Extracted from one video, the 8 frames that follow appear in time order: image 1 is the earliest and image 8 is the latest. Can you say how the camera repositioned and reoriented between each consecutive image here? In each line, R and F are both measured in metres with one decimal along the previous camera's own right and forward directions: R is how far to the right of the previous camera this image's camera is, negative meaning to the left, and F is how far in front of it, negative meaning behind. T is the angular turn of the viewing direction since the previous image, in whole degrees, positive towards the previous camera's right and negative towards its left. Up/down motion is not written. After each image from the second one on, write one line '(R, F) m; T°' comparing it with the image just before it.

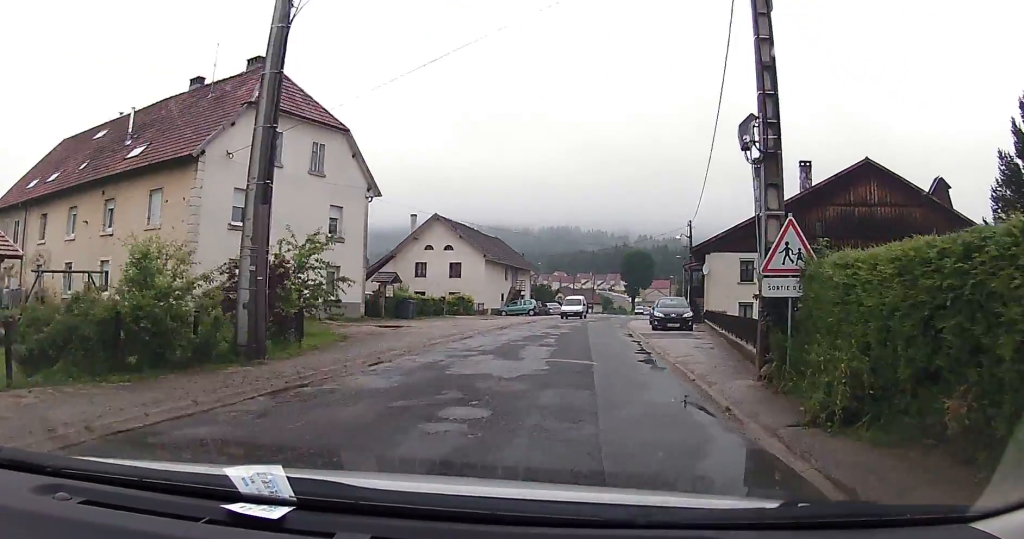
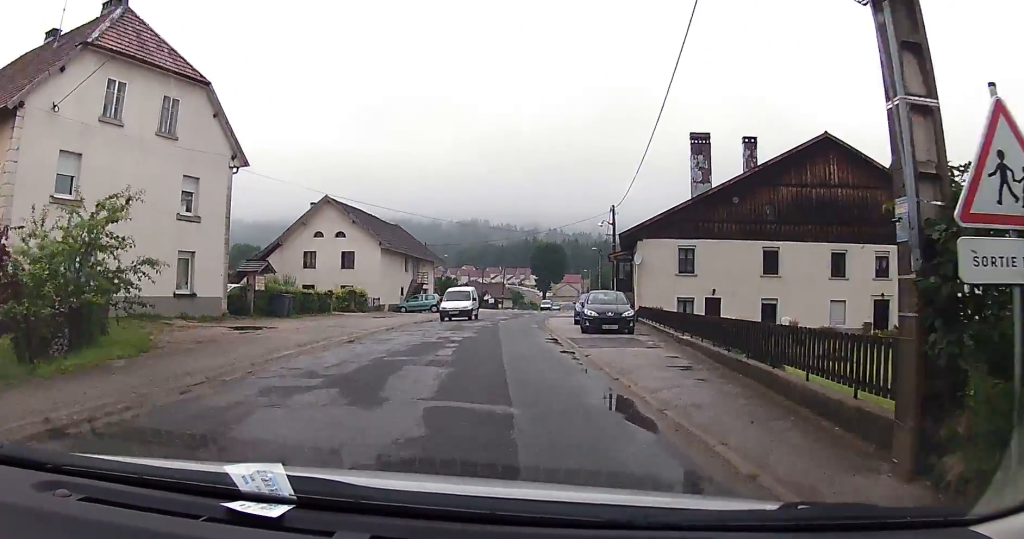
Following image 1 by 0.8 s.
(+0.8, +6.1) m; +9°
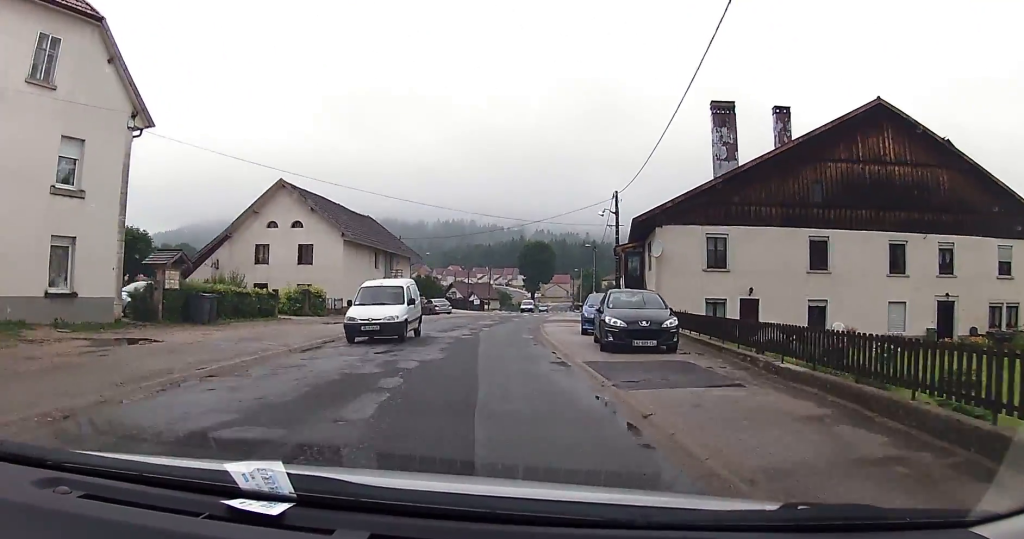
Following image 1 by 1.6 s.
(+0.4, +6.7) m; +3°
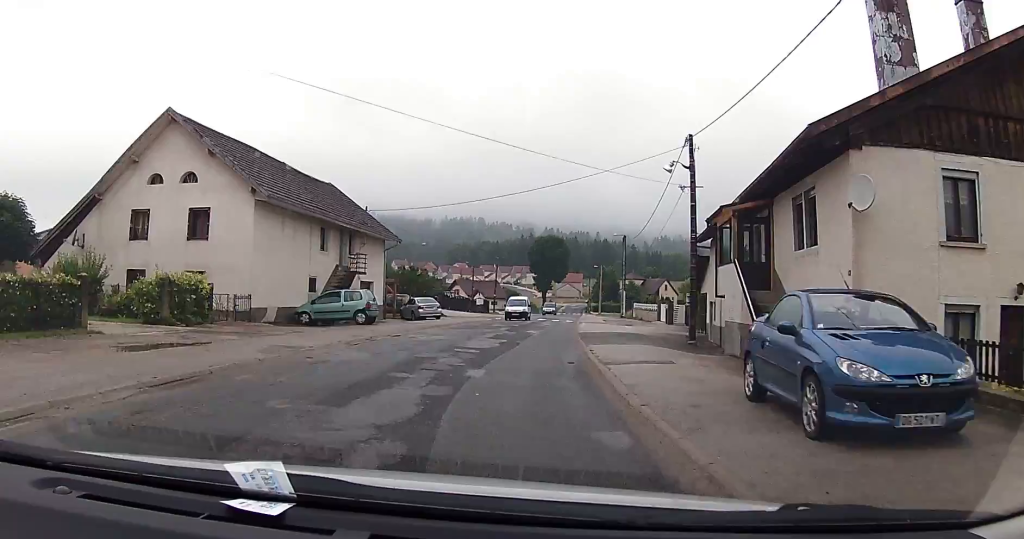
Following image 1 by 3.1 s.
(-0.3, +15.2) m; 0°
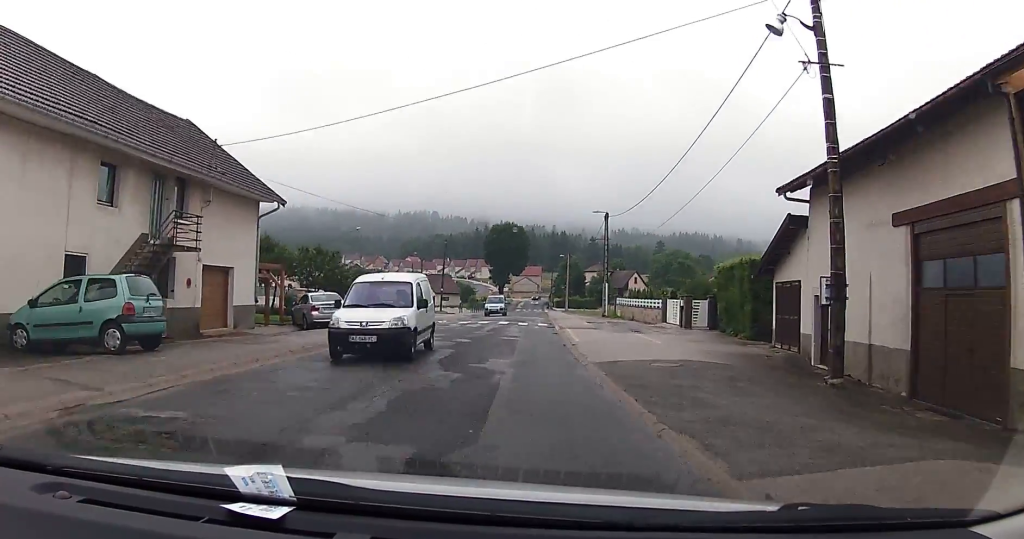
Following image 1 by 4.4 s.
(+0.4, +15.0) m; +2°
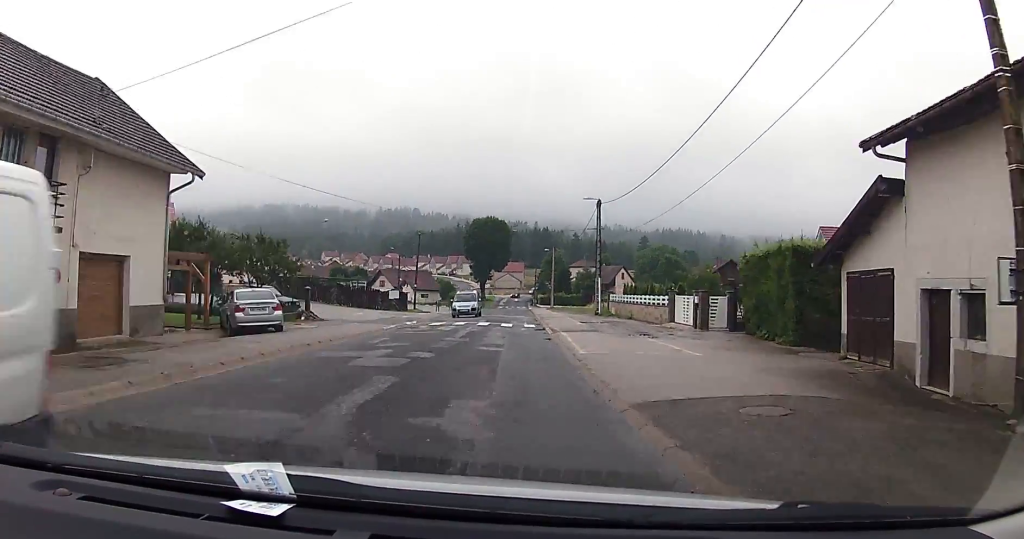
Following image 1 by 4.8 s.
(-0.1, +6.0) m; +1°
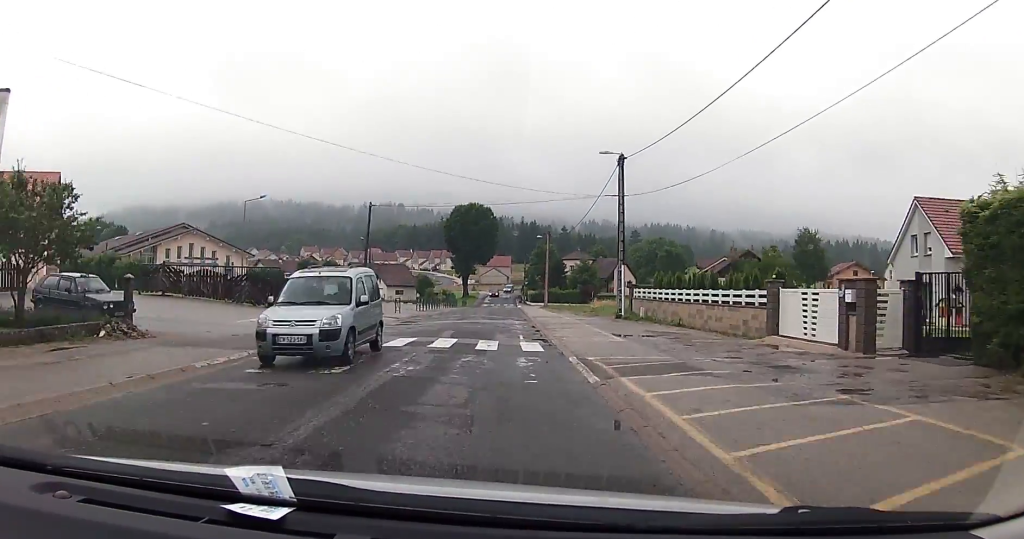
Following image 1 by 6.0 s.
(+0.2, +15.0) m; +3°
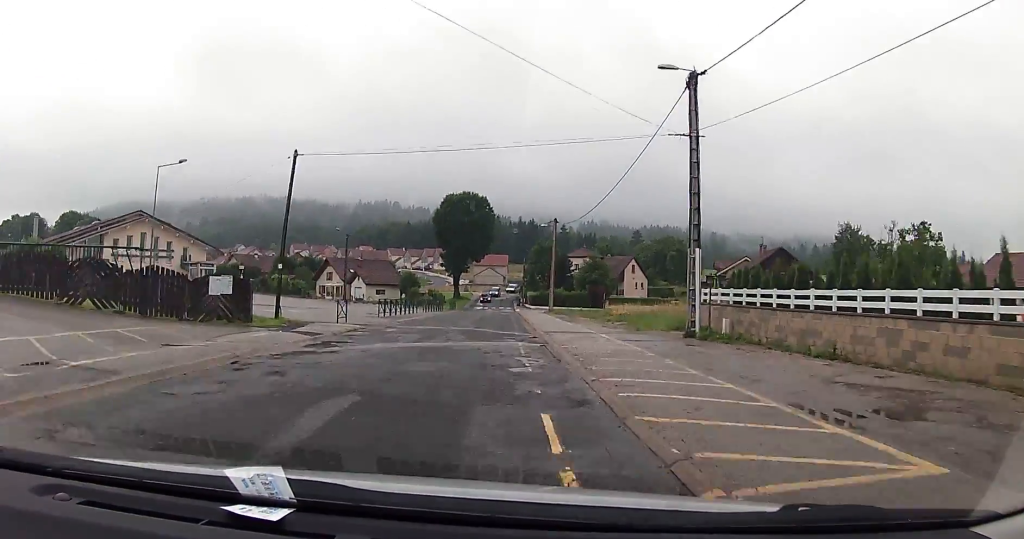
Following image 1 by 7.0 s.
(+0.5, +14.6) m; +1°
